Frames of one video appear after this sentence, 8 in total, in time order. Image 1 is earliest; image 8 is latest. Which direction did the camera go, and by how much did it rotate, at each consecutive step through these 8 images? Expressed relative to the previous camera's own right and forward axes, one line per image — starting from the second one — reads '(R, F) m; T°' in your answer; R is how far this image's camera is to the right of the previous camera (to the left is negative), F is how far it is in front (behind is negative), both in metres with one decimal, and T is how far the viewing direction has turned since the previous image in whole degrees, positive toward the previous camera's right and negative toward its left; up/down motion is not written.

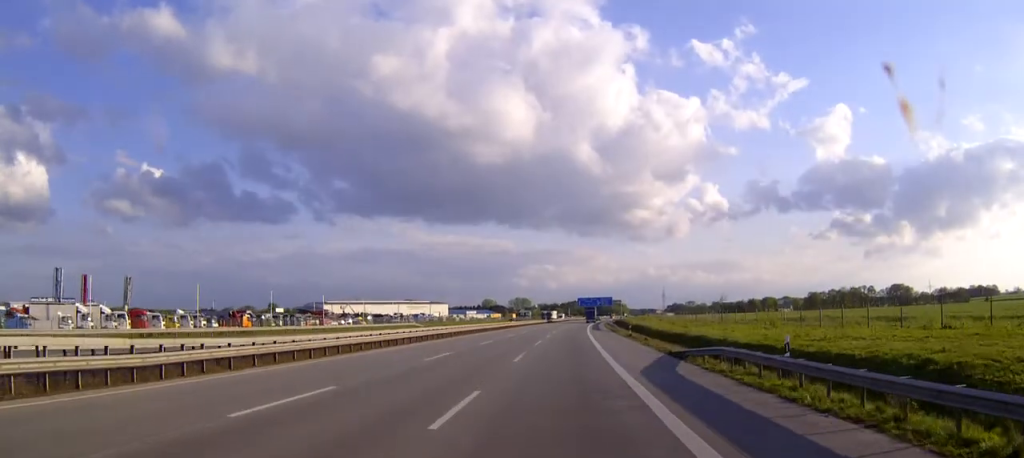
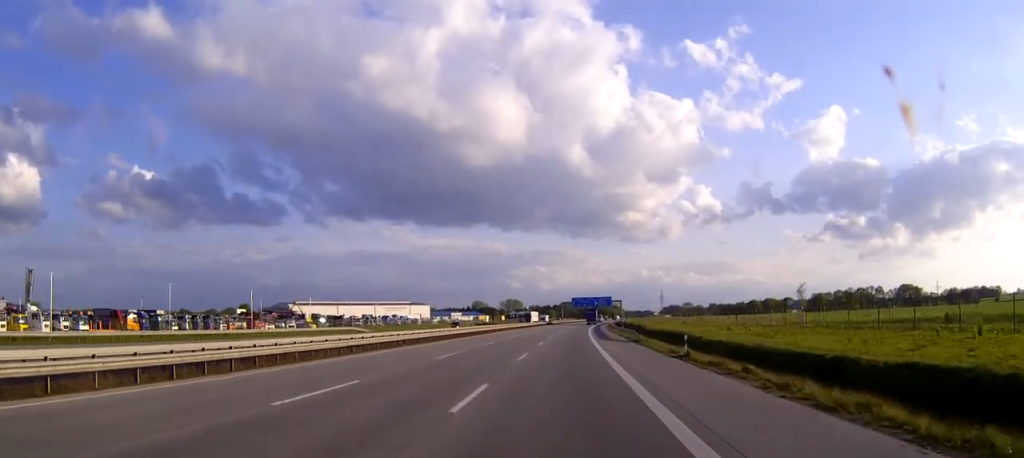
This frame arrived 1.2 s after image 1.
(+0.2, +33.8) m; 0°
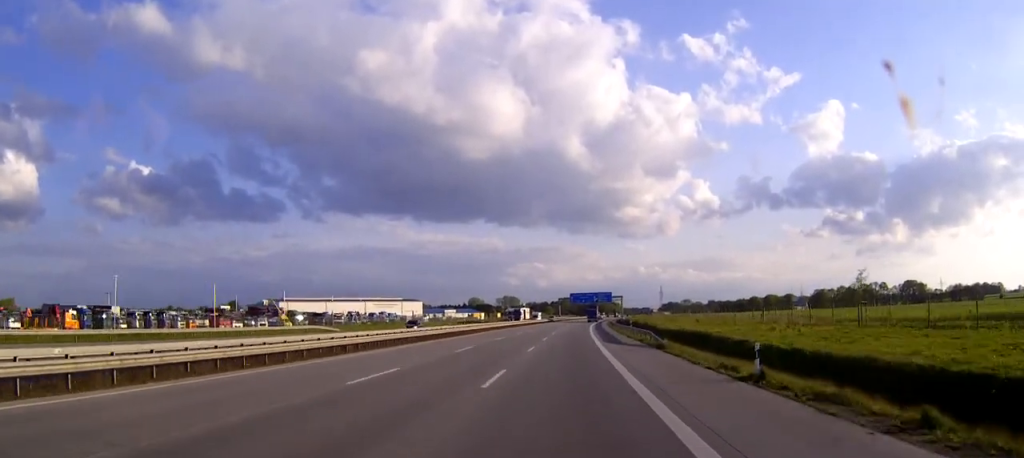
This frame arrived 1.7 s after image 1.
(0.0, +13.1) m; 0°
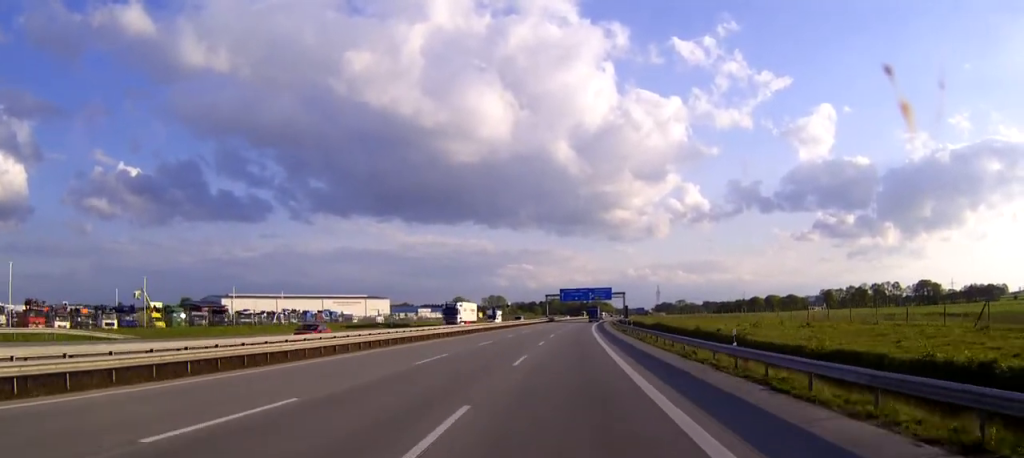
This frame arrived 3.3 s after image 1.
(+0.1, +46.1) m; +1°
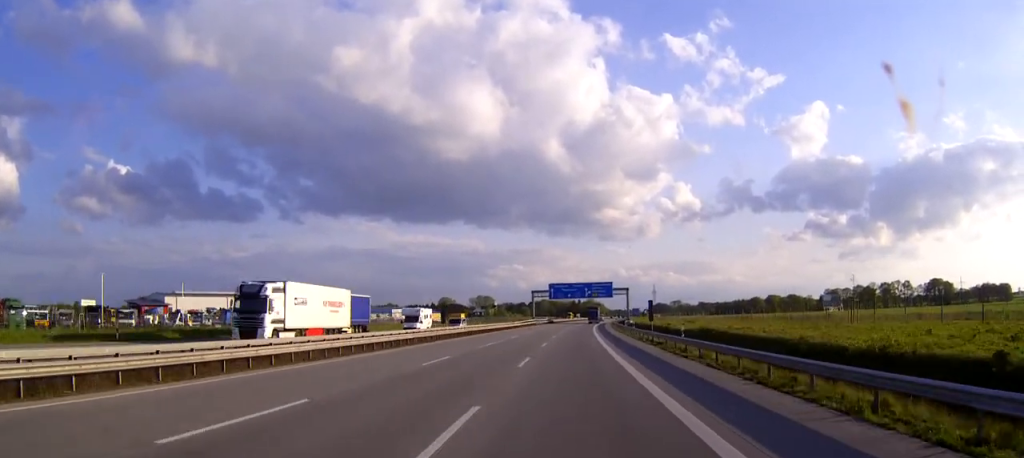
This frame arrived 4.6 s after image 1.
(+0.3, +35.8) m; +1°
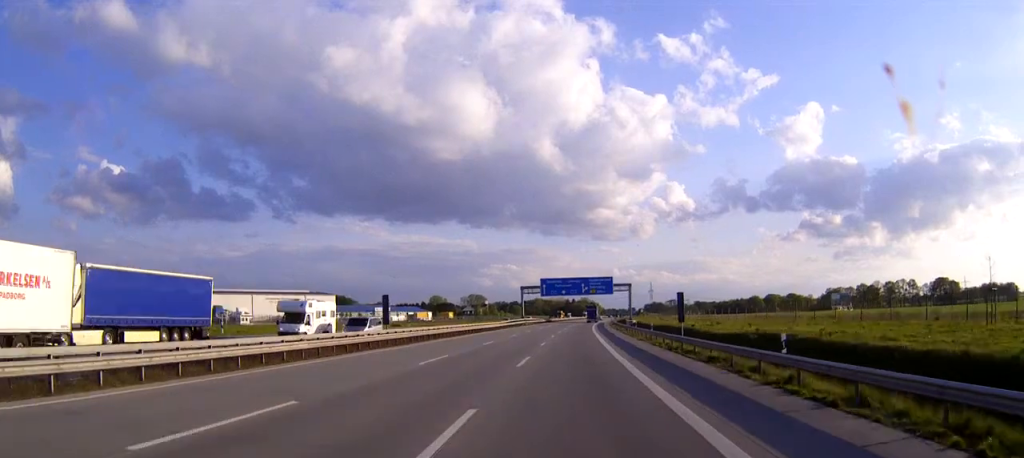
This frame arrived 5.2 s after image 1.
(0.0, +18.9) m; 0°
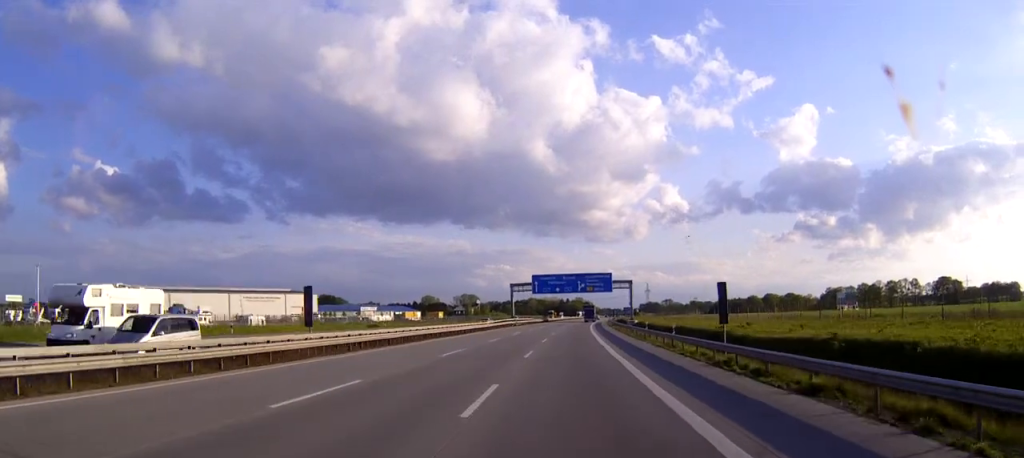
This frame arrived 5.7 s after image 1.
(0.0, +13.2) m; 0°
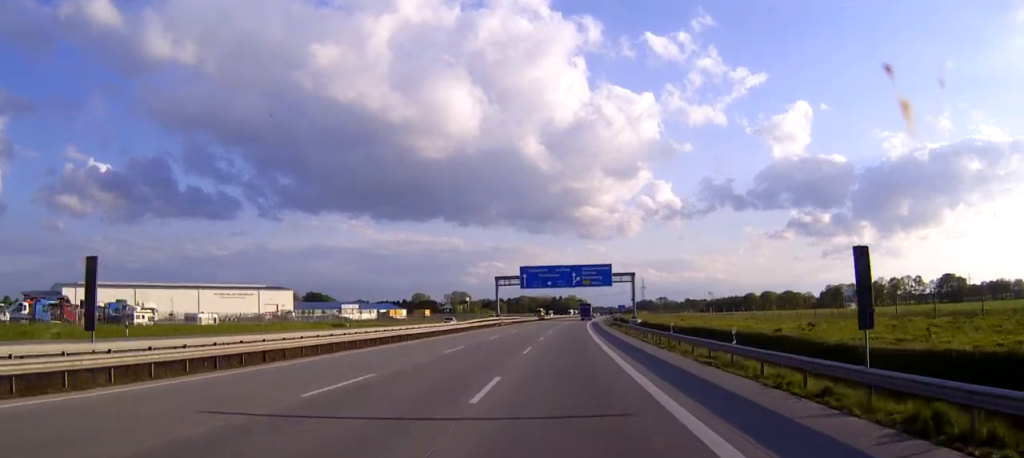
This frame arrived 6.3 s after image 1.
(+0.1, +16.0) m; +1°
